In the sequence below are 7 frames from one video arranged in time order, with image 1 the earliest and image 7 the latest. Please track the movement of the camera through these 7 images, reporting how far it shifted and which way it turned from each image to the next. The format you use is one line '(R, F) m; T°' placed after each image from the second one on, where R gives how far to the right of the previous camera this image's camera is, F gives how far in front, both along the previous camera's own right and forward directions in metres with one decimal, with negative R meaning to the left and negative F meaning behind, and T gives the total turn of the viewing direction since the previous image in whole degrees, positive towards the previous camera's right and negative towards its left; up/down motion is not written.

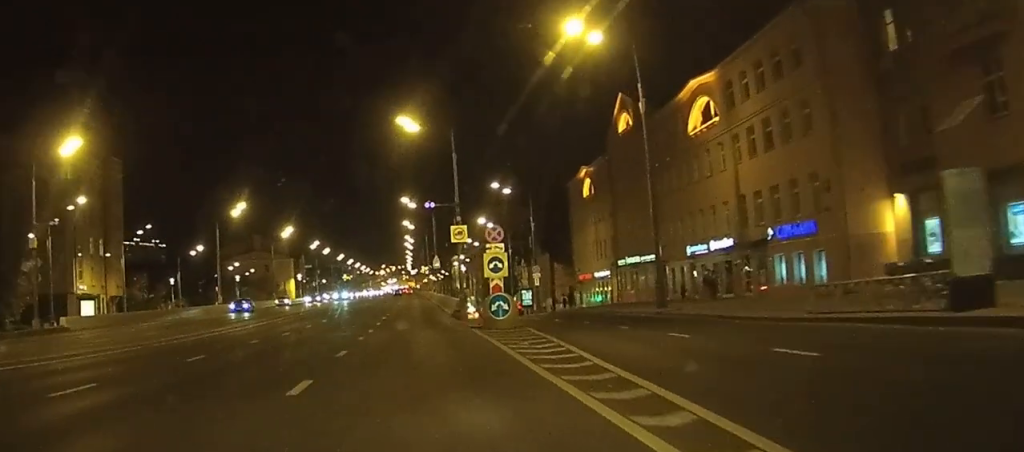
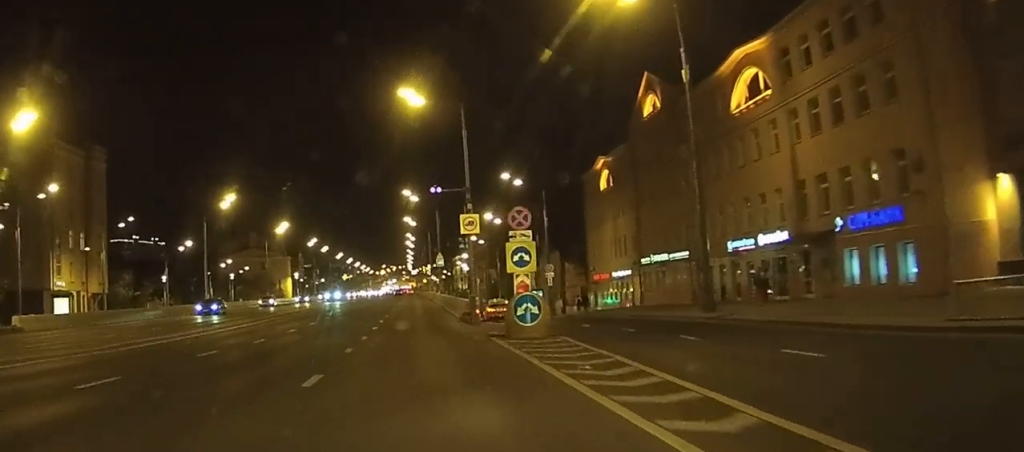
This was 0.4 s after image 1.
(-0.2, +7.0) m; +1°
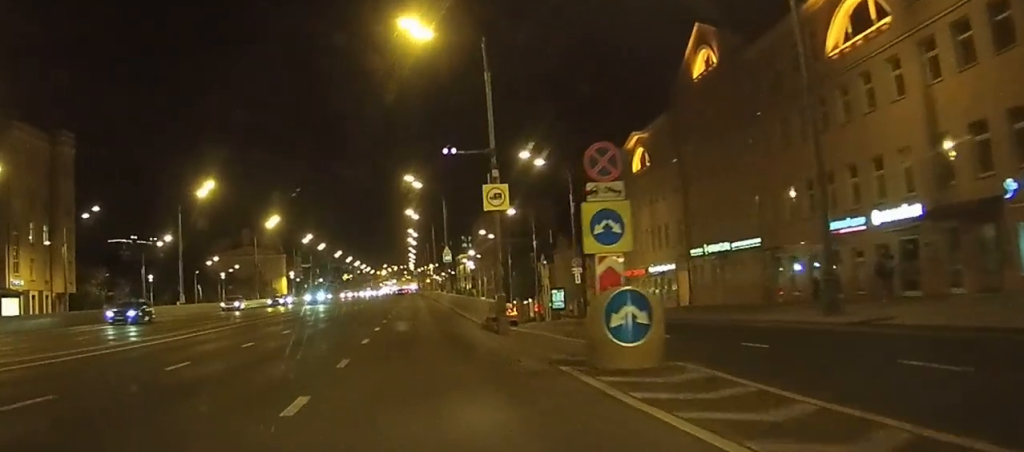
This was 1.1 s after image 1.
(+0.4, +11.1) m; -1°
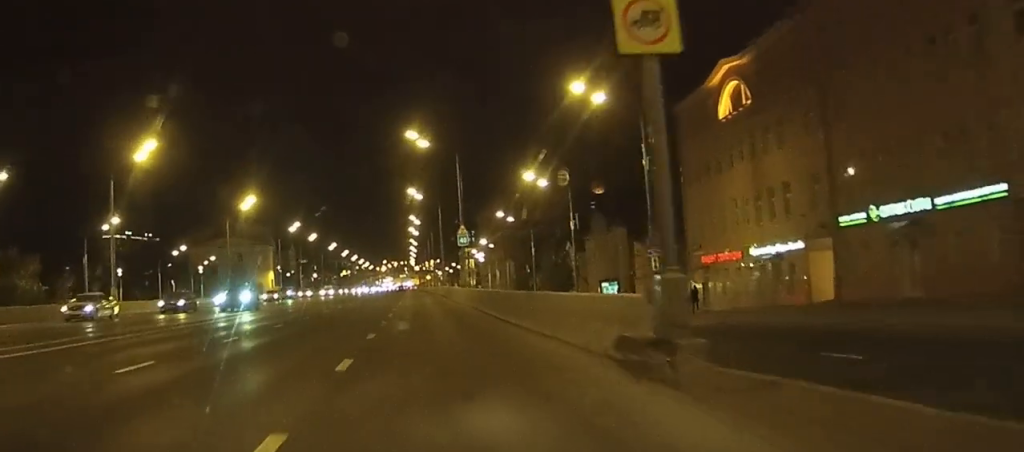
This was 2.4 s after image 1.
(-0.9, +19.2) m; -3°
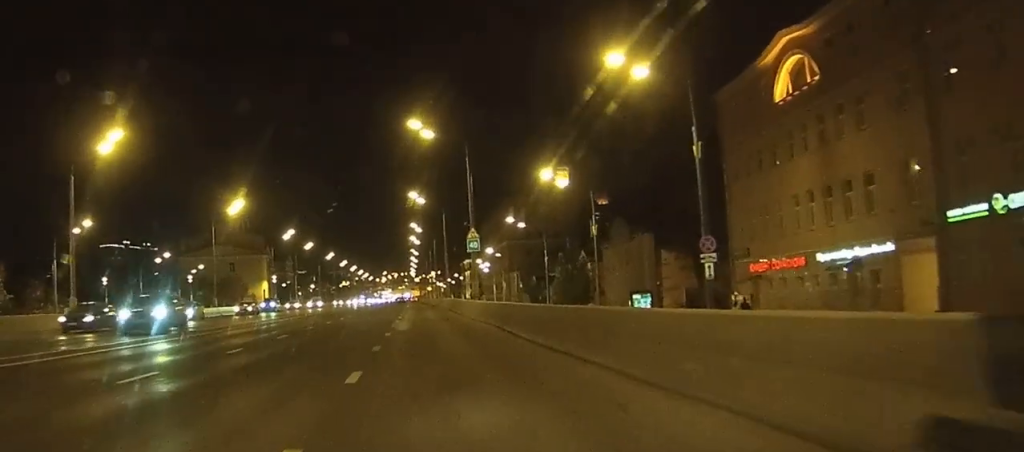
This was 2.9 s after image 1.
(+0.1, +7.7) m; +1°
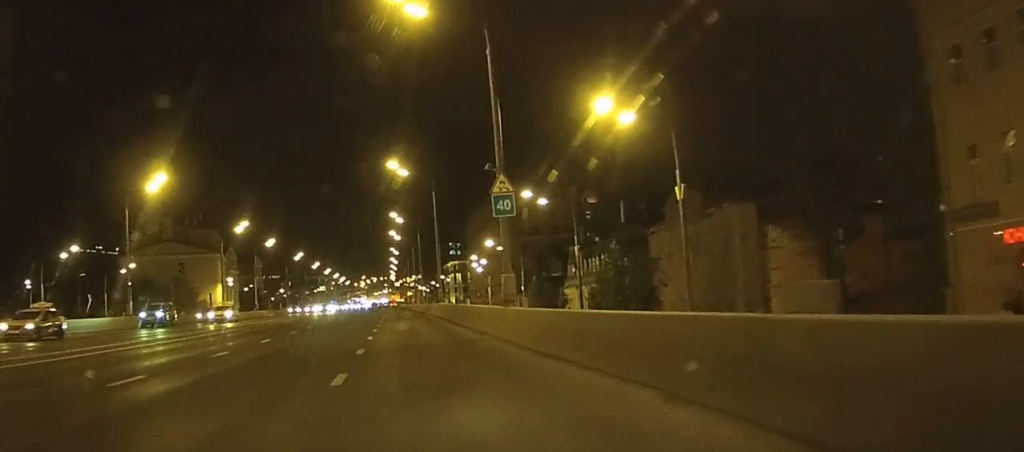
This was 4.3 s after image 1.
(+0.8, +22.7) m; +3°
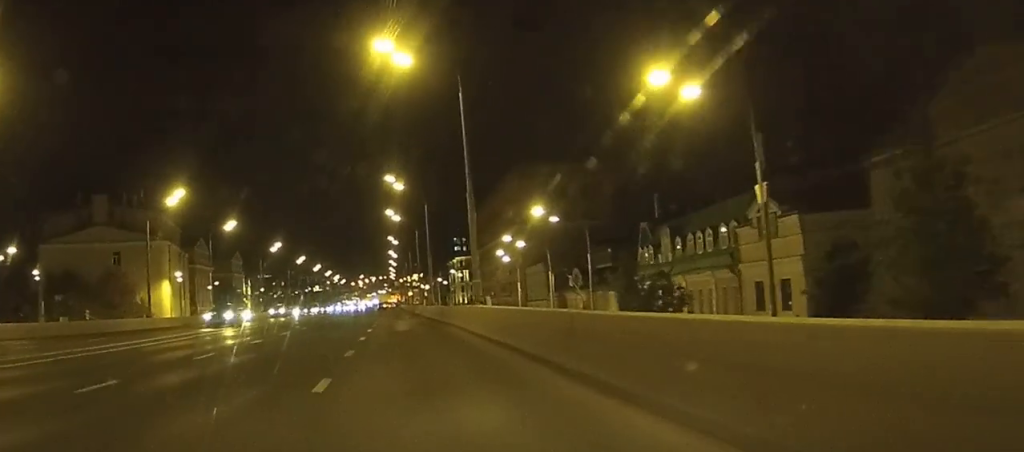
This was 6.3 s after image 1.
(+0.1, +31.1) m; 0°
